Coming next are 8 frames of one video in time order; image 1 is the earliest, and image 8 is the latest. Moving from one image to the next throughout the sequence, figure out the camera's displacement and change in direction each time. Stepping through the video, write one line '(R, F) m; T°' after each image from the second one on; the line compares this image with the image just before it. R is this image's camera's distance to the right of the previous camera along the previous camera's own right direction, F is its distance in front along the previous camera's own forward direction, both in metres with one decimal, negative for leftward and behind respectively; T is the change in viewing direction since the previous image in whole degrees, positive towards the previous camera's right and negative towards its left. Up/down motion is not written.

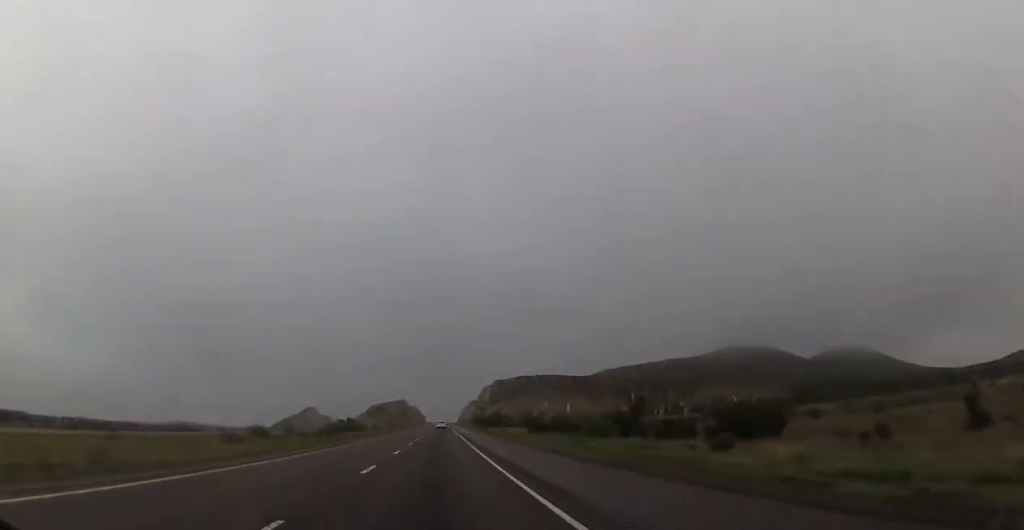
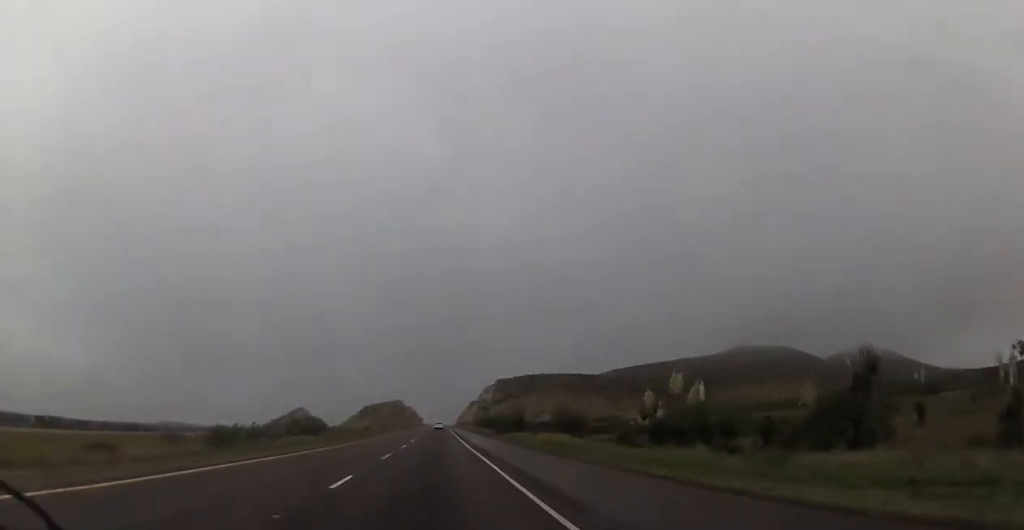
(+0.1, +40.7) m; 0°
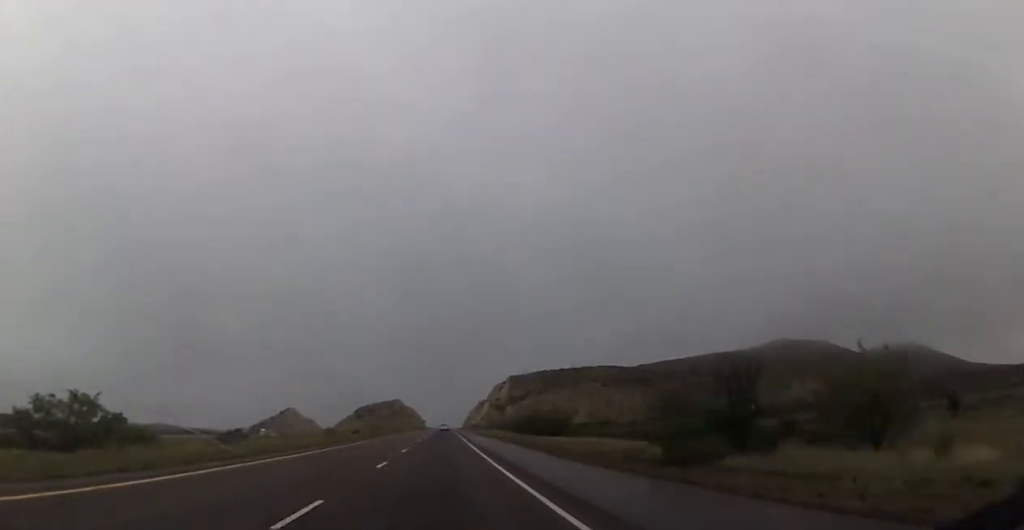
(0.0, +65.7) m; 0°
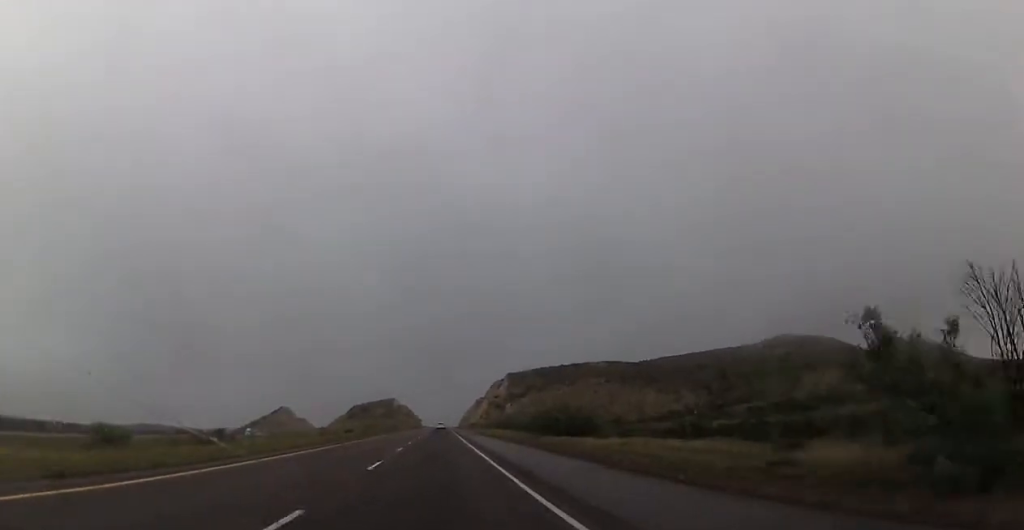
(0.0, +13.6) m; 0°
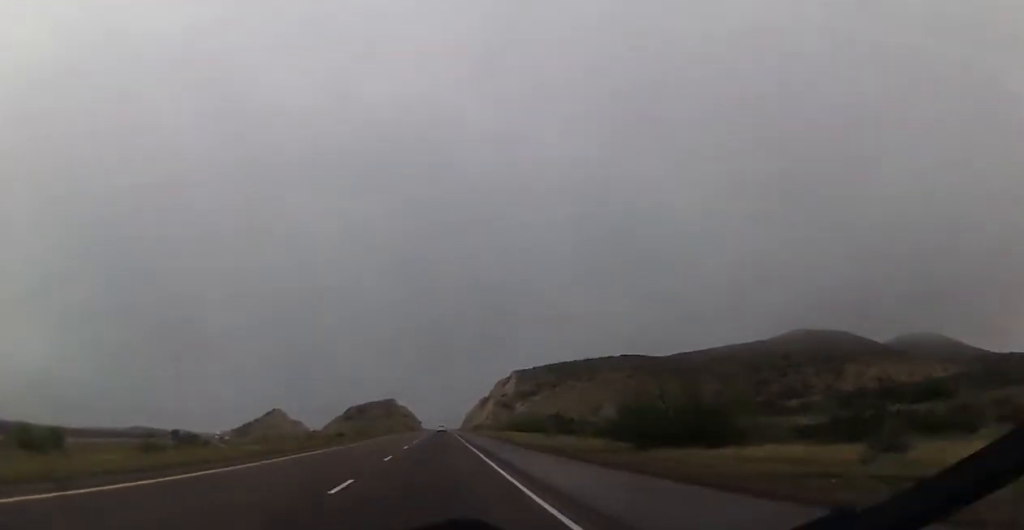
(-0.2, +30.5) m; 0°
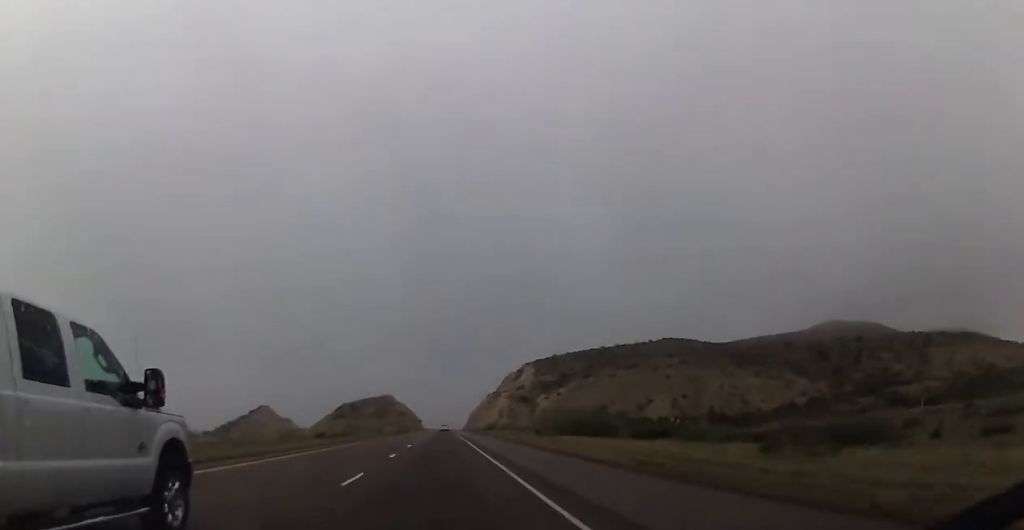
(+0.1, +47.5) m; +1°
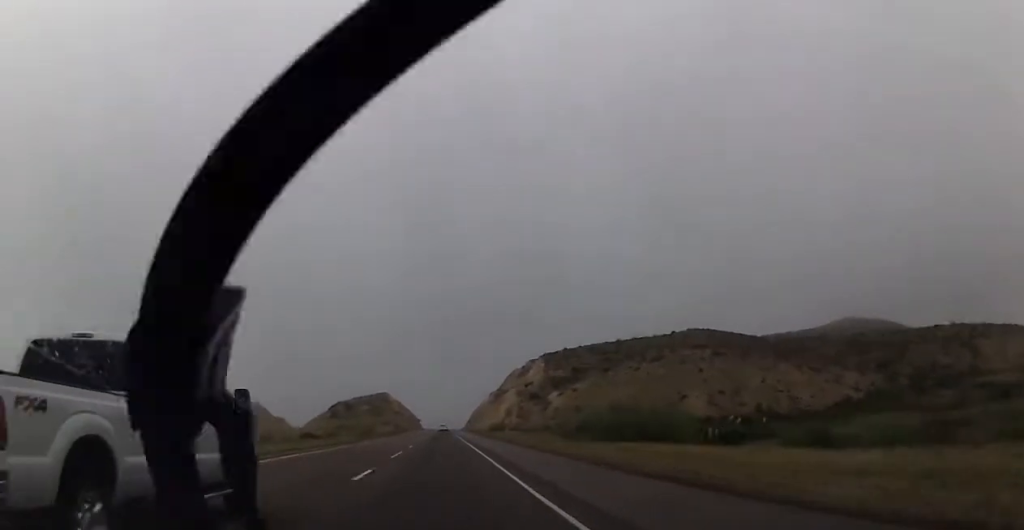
(+0.1, +22.6) m; 0°
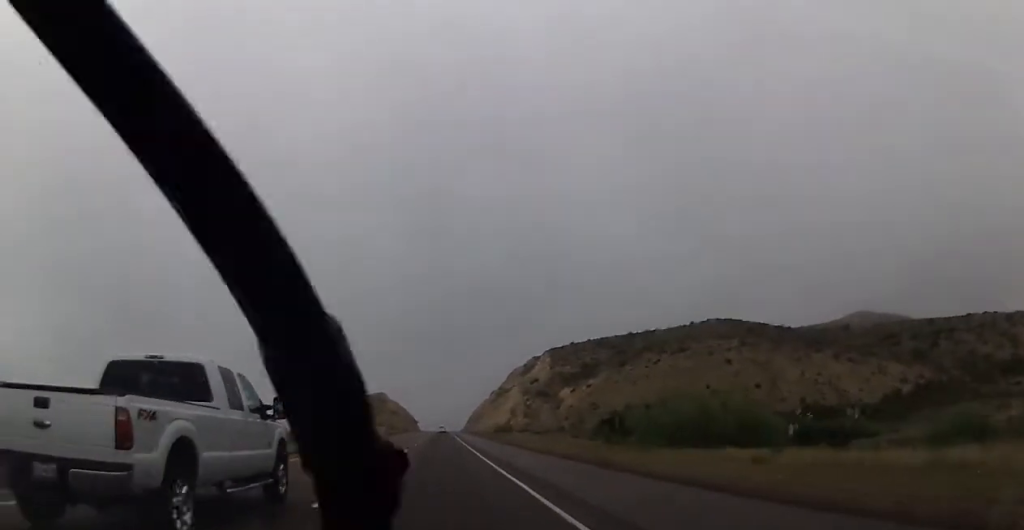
(+0.1, +16.9) m; 0°
